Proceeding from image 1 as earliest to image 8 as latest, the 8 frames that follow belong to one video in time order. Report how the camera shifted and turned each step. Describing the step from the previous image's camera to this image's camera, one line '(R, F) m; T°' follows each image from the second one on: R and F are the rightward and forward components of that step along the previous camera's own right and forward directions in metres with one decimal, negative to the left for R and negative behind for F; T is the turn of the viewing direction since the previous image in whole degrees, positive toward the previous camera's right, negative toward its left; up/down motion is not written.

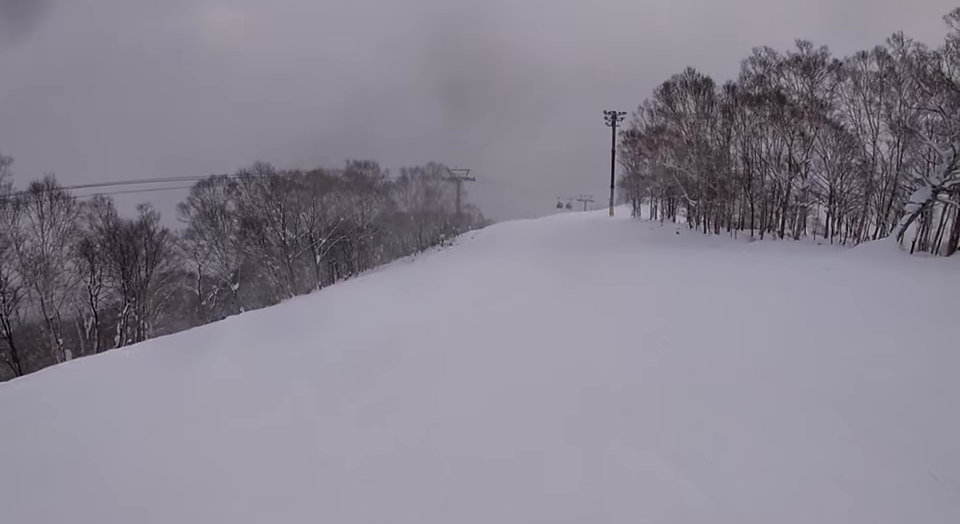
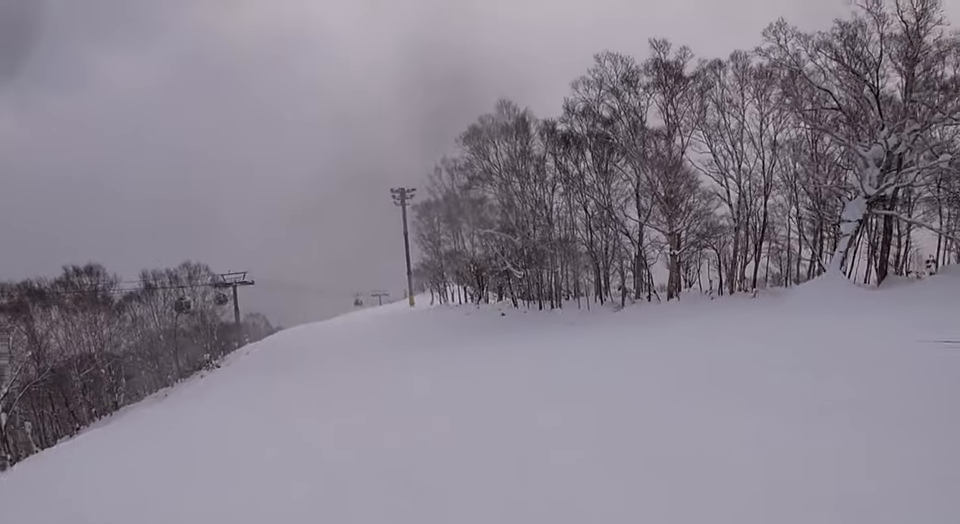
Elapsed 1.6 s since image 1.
(+2.1, +13.4) m; +16°
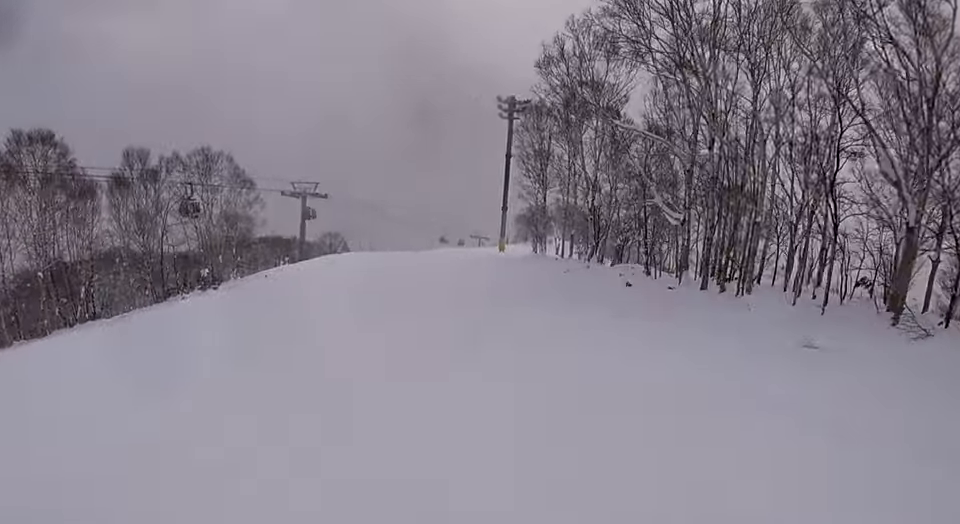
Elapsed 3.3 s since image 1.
(-0.9, +15.8) m; -12°
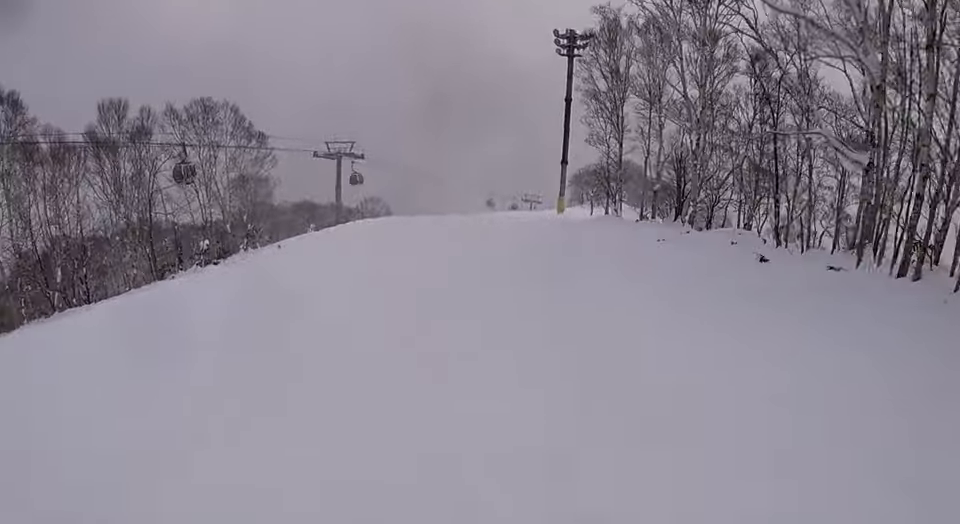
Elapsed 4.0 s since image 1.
(-0.6, +7.1) m; -5°
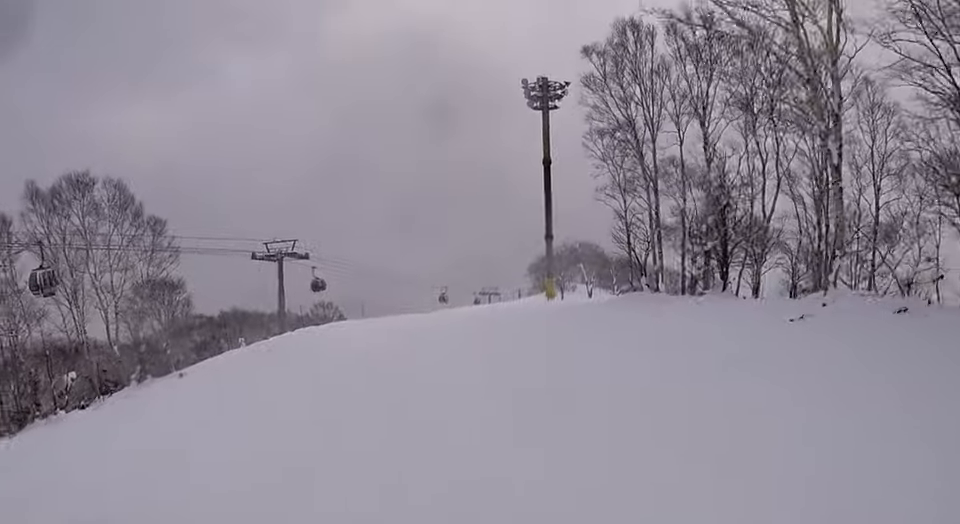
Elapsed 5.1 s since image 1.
(0.0, +9.8) m; +2°
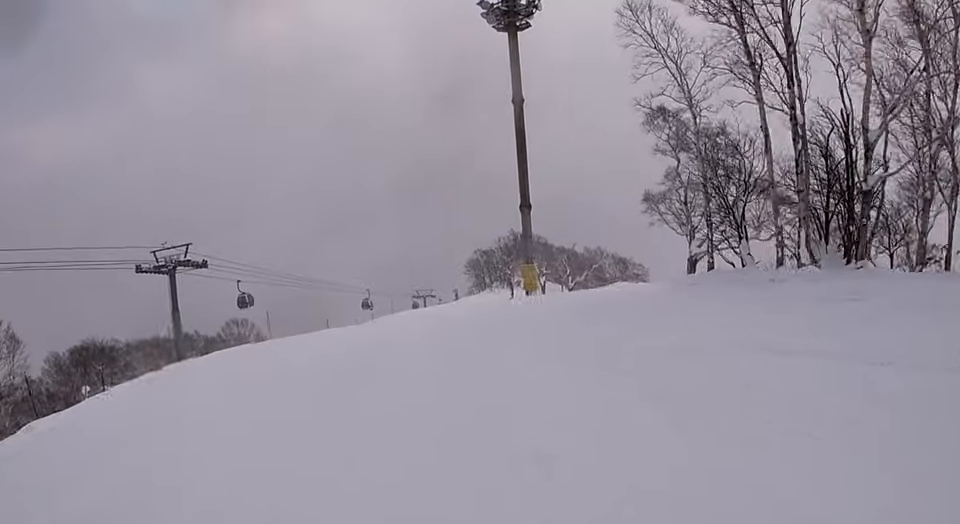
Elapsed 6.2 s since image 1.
(+0.7, +10.7) m; +11°
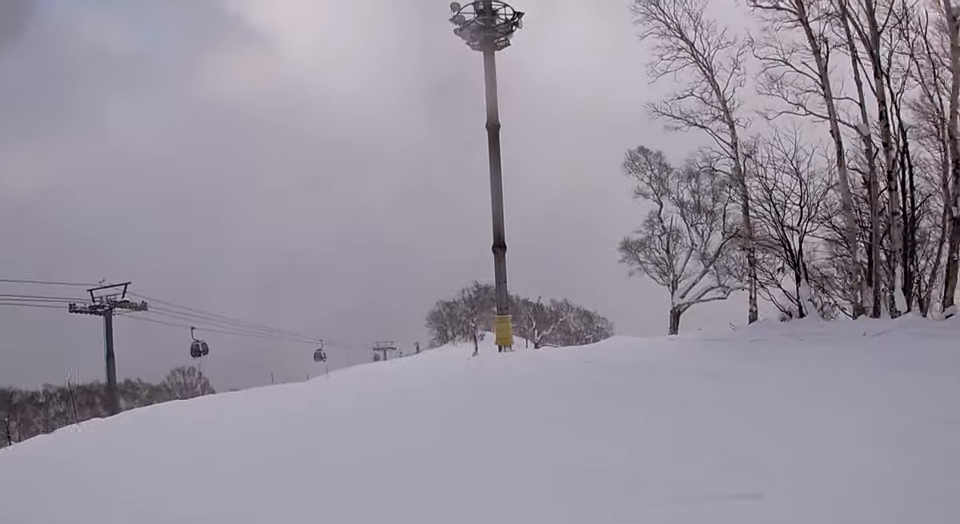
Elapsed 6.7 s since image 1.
(+0.5, +4.1) m; +4°
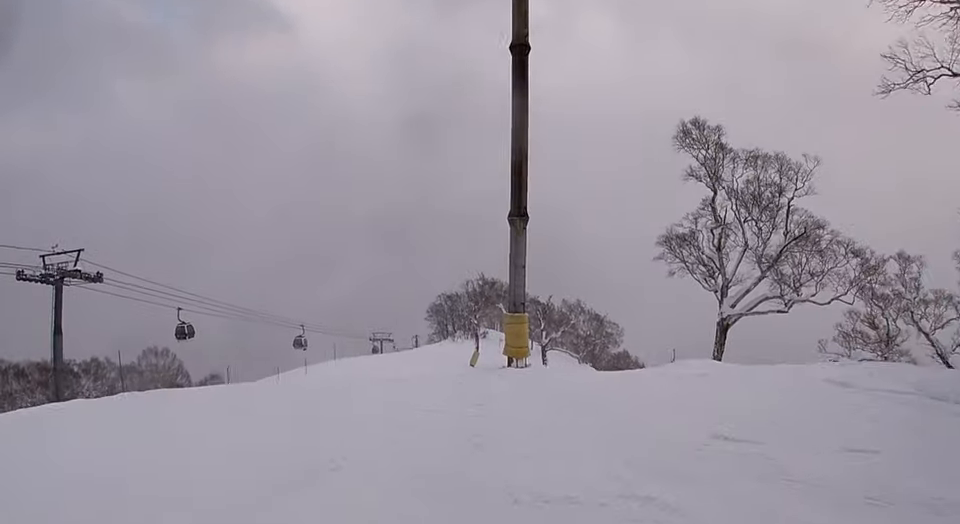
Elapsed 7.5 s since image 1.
(+0.2, +7.1) m; -3°
